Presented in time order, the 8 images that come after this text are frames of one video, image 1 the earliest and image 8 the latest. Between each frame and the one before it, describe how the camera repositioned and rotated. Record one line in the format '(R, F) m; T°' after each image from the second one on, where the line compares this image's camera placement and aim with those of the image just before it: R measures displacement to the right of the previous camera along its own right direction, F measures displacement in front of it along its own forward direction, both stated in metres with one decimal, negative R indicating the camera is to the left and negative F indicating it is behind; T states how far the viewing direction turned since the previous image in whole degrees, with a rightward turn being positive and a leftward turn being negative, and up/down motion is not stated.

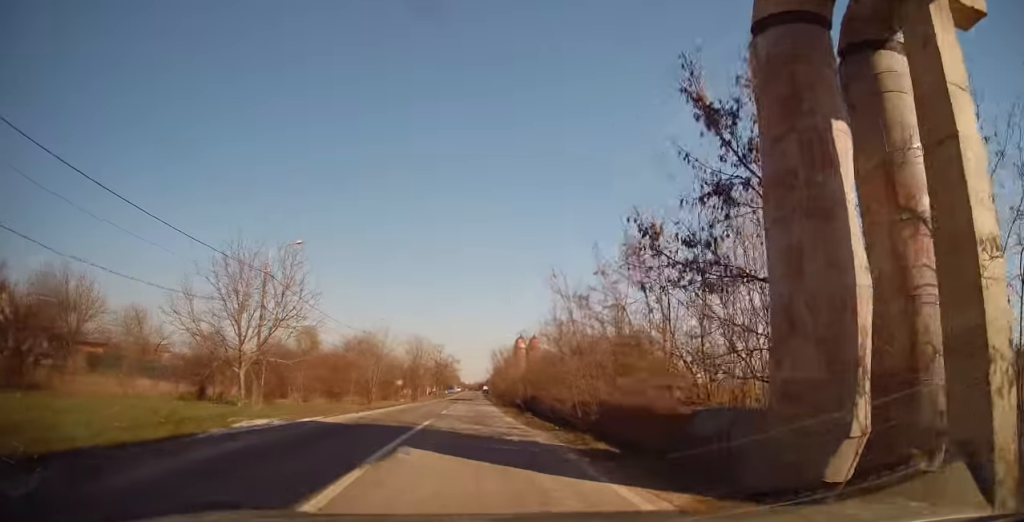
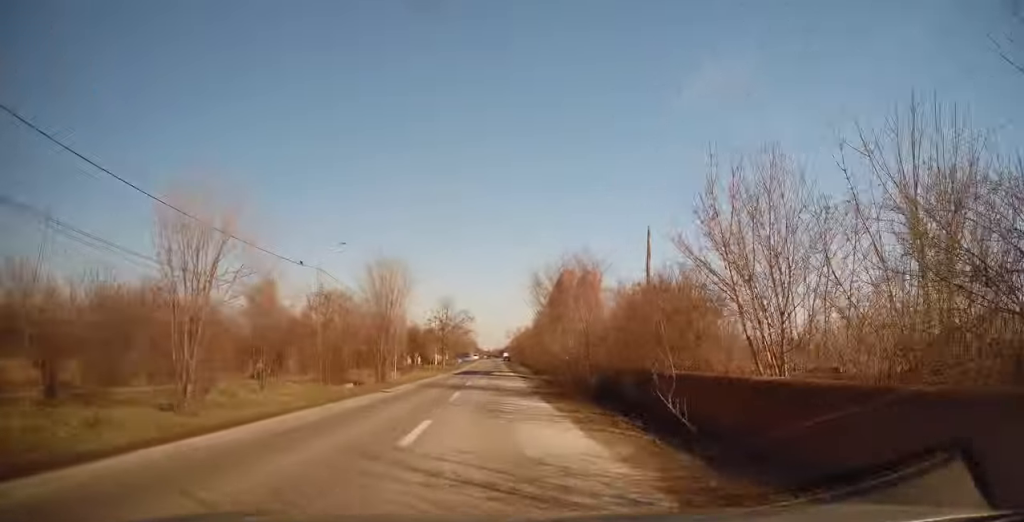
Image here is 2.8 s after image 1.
(-0.9, +21.2) m; -2°
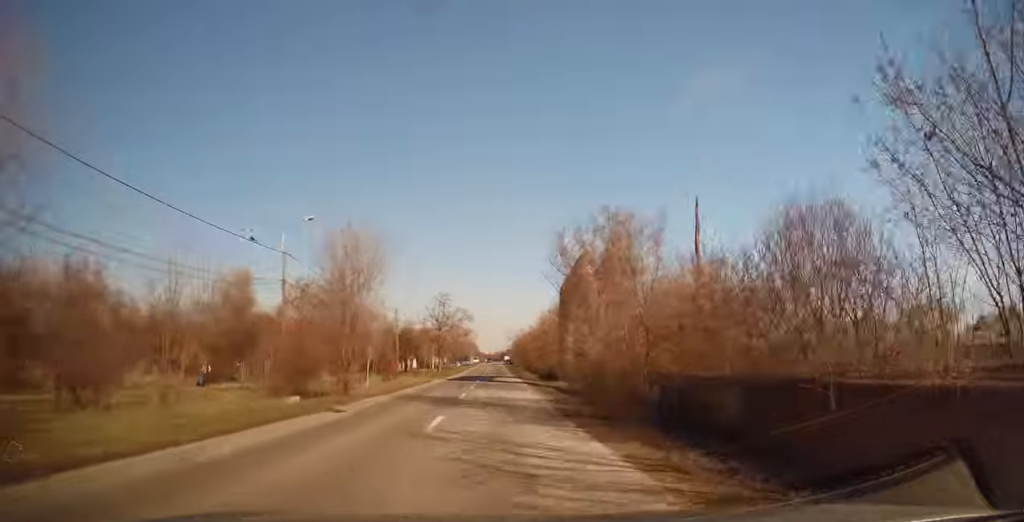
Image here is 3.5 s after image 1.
(+0.2, +5.1) m; +2°
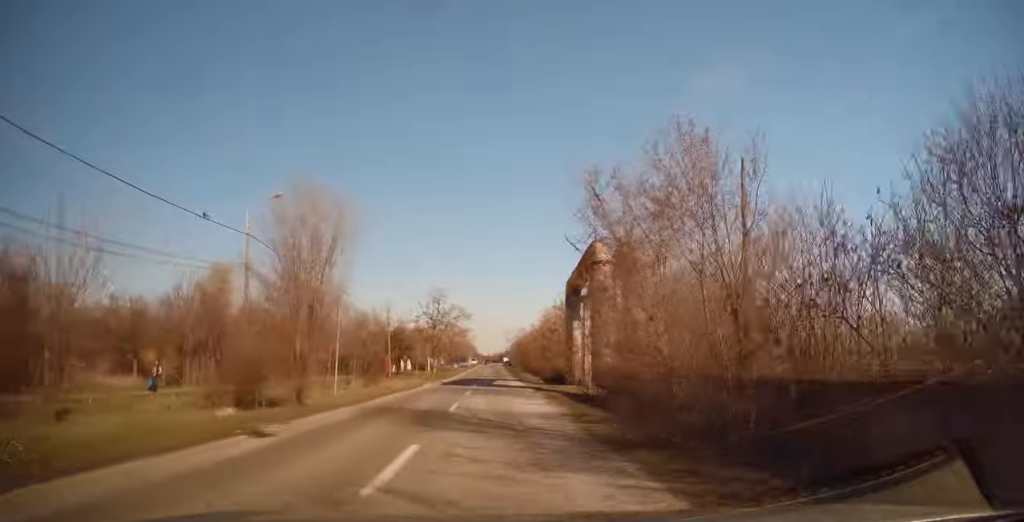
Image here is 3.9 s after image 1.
(0.0, +3.1) m; +1°
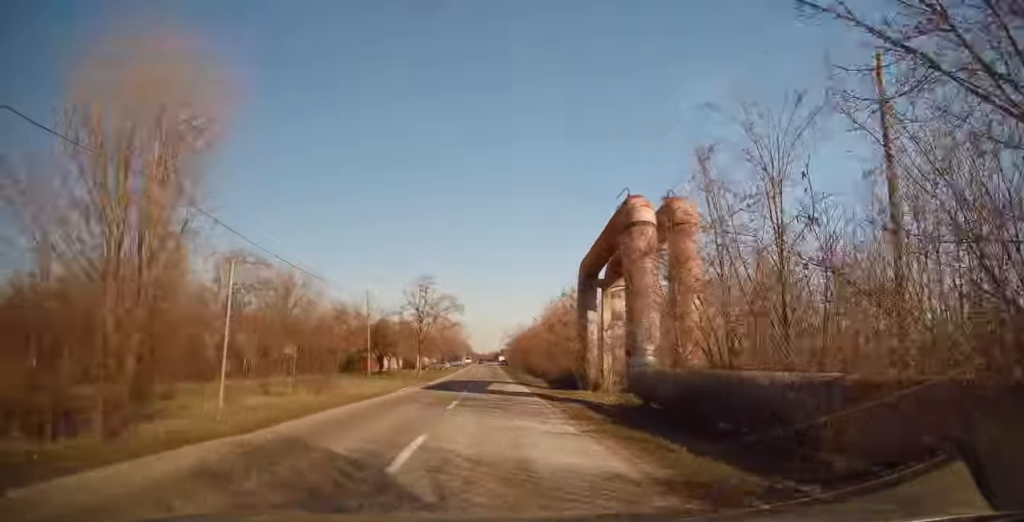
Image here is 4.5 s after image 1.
(+0.1, +5.4) m; 0°
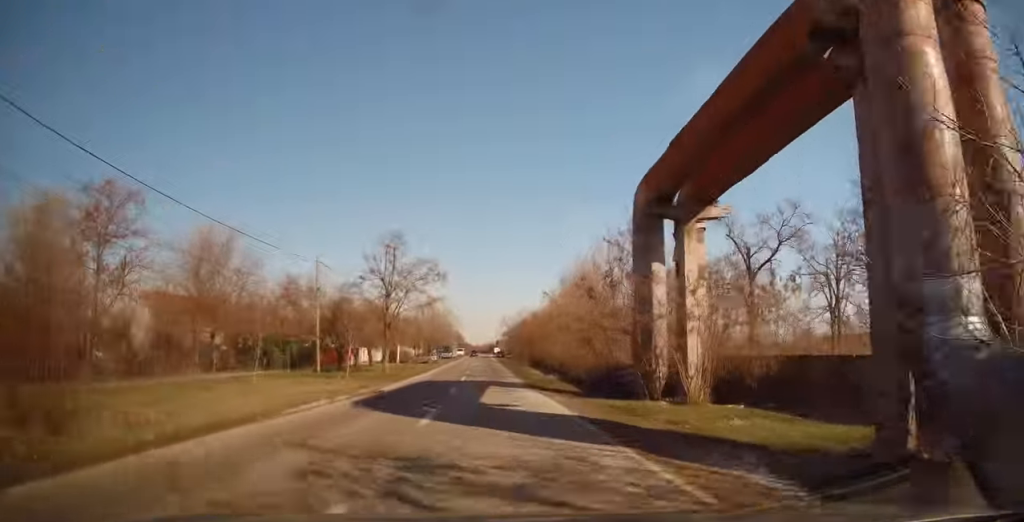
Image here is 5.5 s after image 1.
(0.0, +10.4) m; -1°
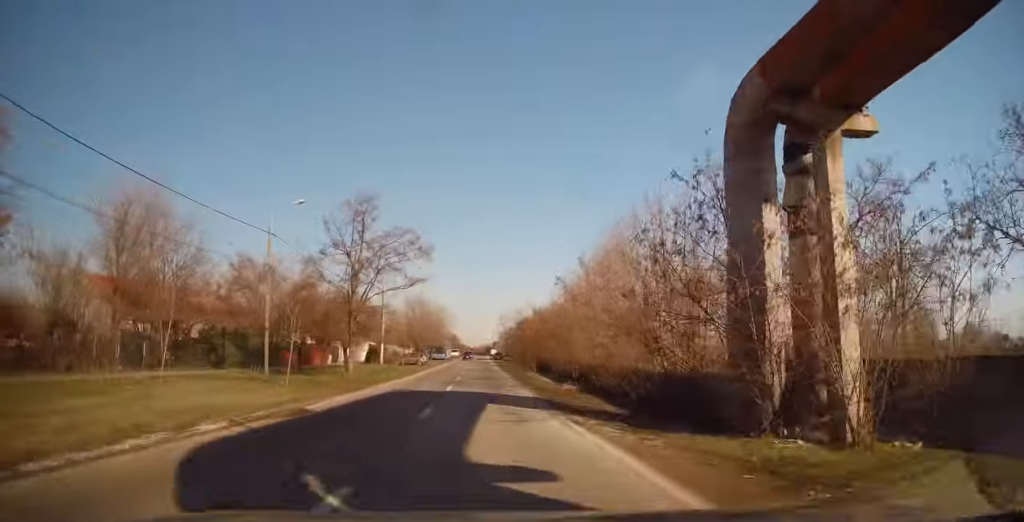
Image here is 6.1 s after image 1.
(-0.1, +7.0) m; 0°
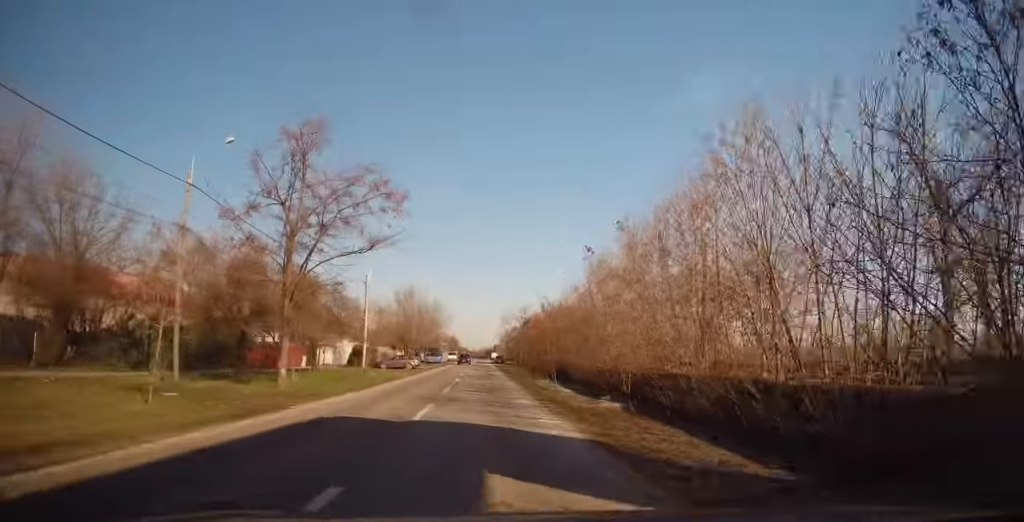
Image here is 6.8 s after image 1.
(-0.3, +7.9) m; +1°
